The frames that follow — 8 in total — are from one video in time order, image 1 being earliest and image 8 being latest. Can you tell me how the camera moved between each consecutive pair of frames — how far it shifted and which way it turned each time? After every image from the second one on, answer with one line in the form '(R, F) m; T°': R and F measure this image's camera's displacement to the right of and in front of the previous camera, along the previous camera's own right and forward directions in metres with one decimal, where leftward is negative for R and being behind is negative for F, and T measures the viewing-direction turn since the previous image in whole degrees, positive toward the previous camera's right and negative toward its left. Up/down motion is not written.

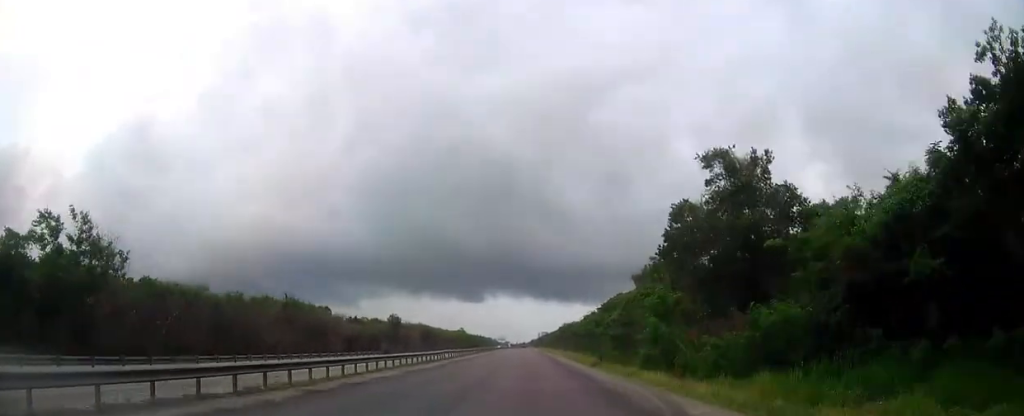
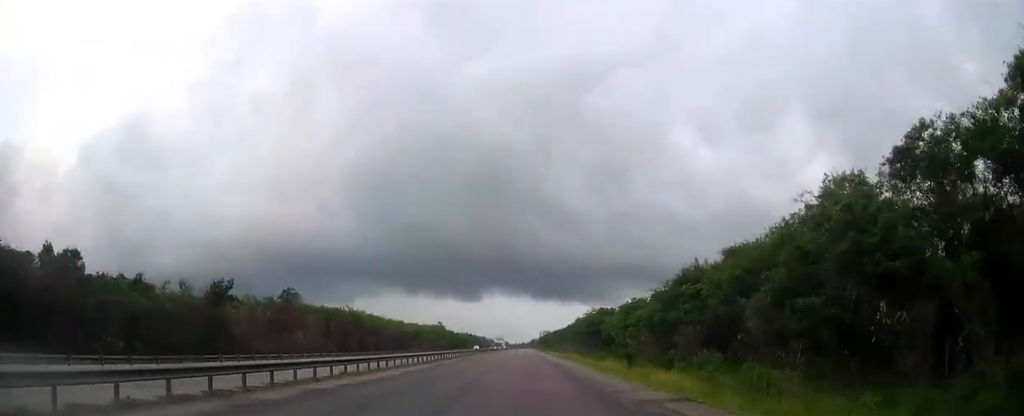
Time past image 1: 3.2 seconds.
(0.0, +90.0) m; 0°
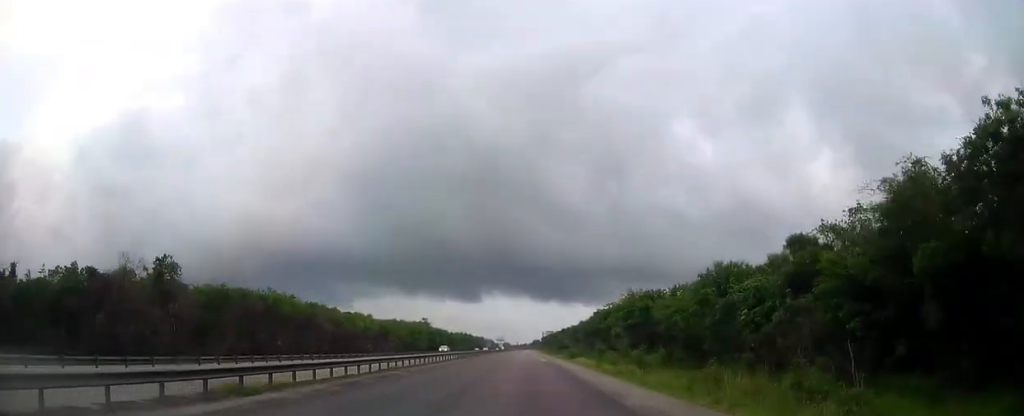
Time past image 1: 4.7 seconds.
(-0.1, +41.9) m; 0°
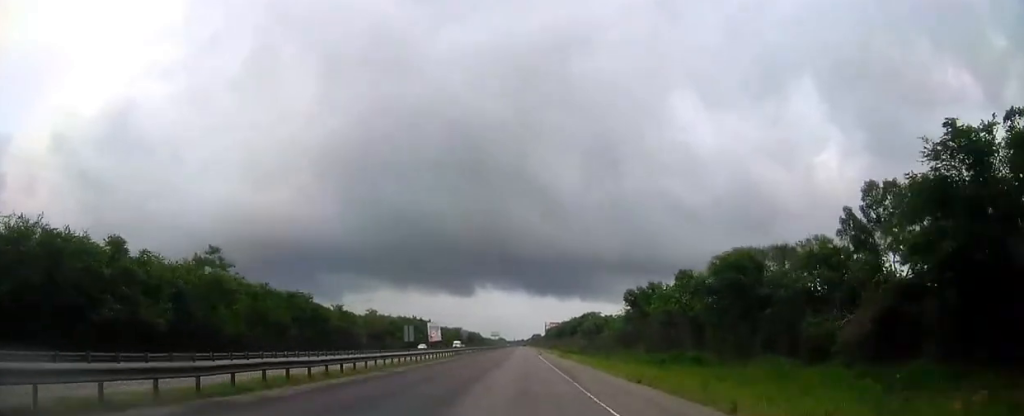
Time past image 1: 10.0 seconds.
(0.0, +148.2) m; 0°
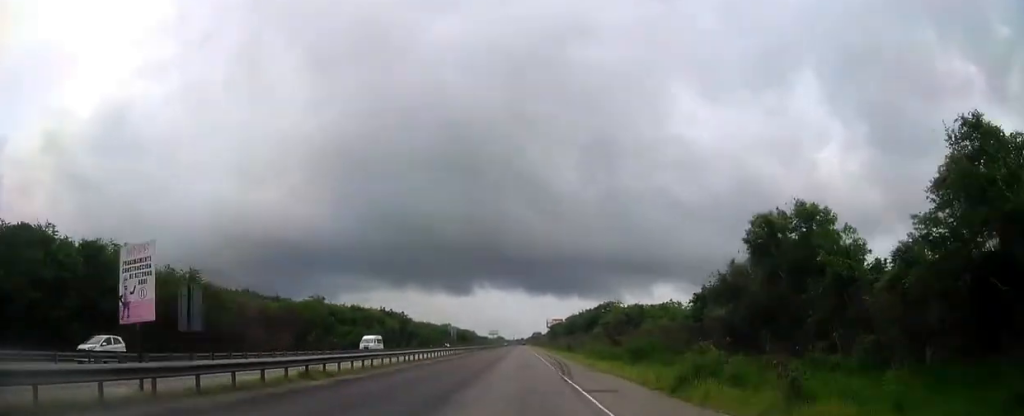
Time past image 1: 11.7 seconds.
(-0.1, +47.0) m; 0°
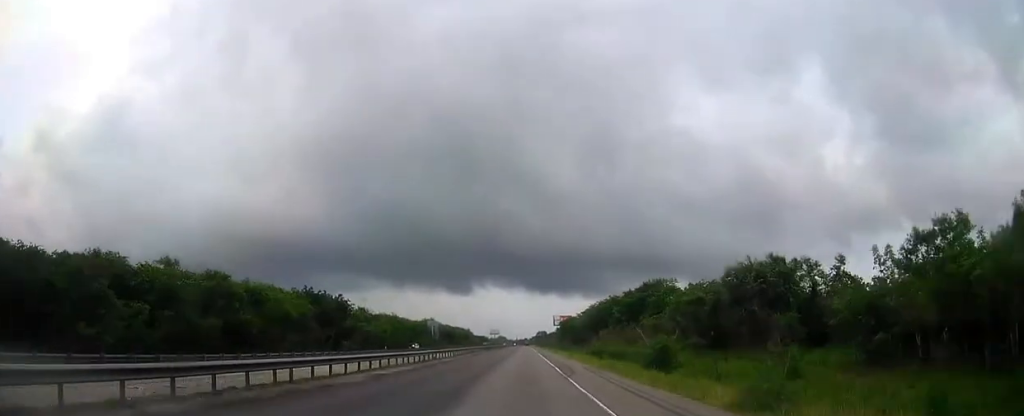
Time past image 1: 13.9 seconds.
(-0.1, +60.5) m; 0°
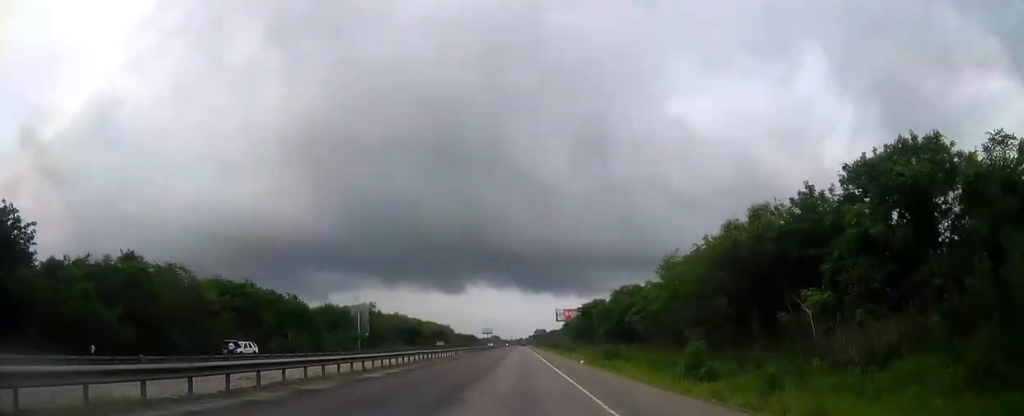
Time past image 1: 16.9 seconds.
(+0.1, +81.0) m; 0°
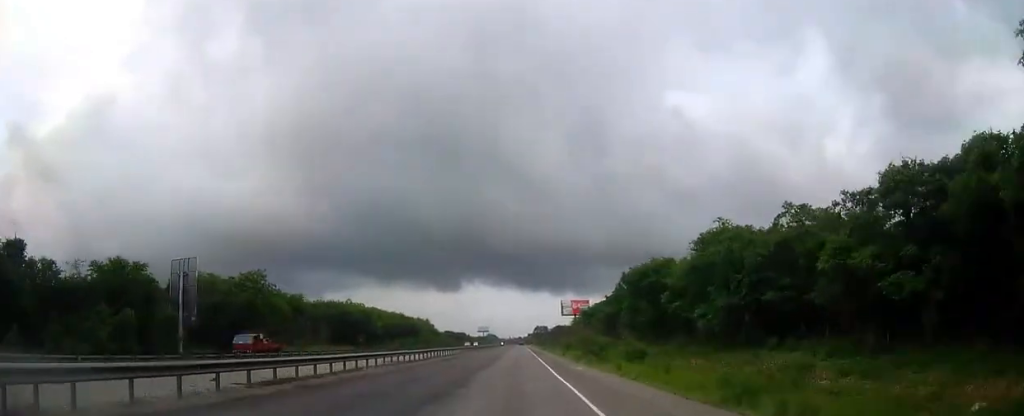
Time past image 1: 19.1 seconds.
(+0.2, +58.9) m; 0°
